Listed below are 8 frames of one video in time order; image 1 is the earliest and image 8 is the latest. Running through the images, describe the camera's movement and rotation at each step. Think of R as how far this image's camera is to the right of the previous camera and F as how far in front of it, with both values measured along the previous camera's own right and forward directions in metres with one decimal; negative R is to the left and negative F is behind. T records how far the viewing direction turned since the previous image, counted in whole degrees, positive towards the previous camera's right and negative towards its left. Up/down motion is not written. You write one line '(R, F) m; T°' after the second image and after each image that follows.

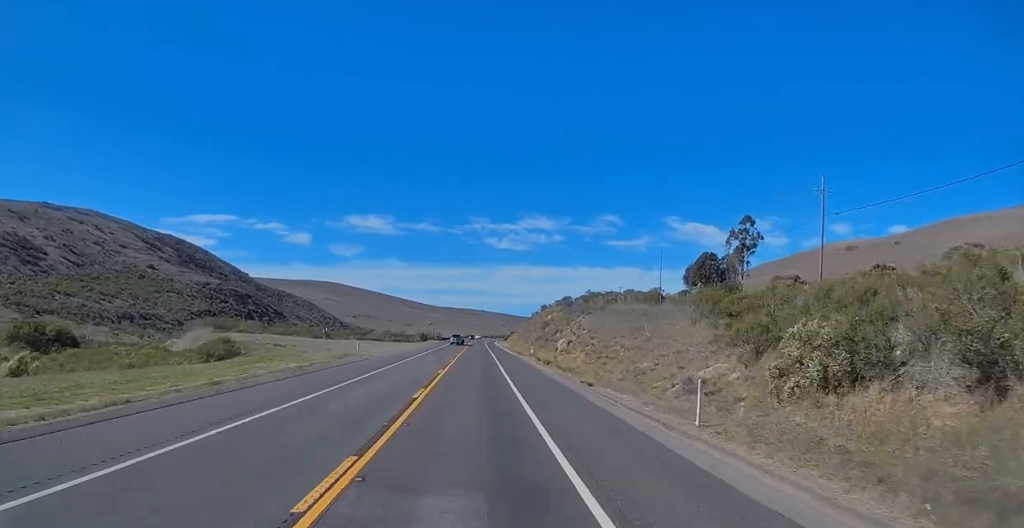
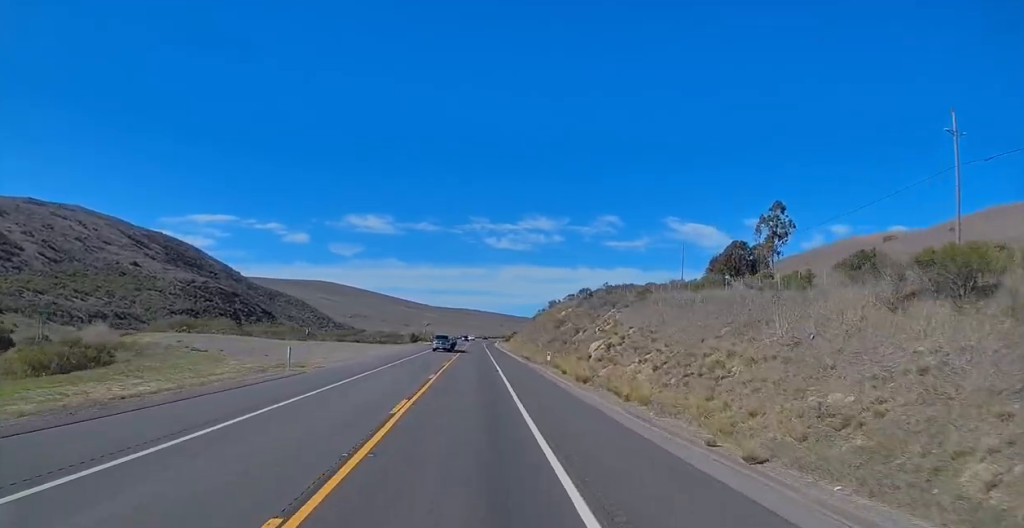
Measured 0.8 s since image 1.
(+0.1, +18.2) m; 0°
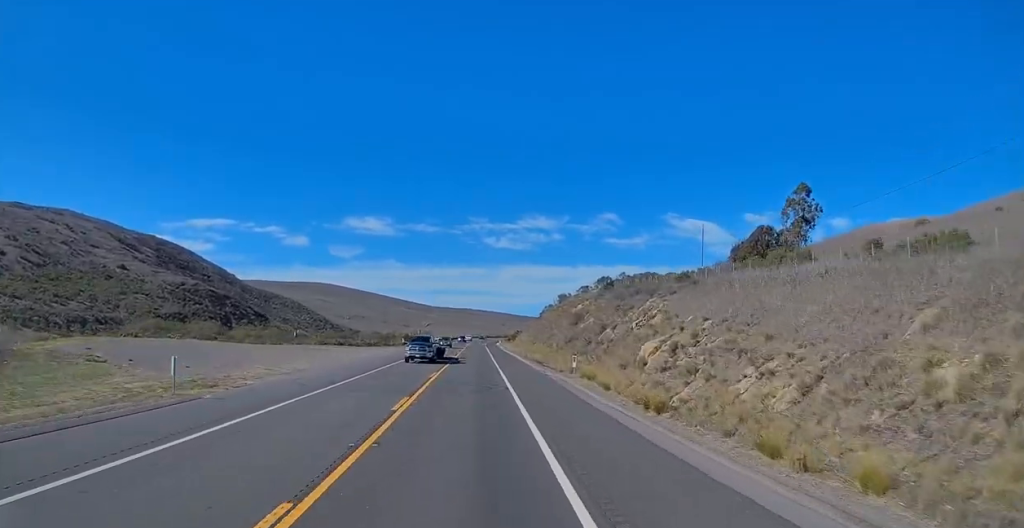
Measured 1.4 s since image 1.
(0.0, +12.9) m; 0°
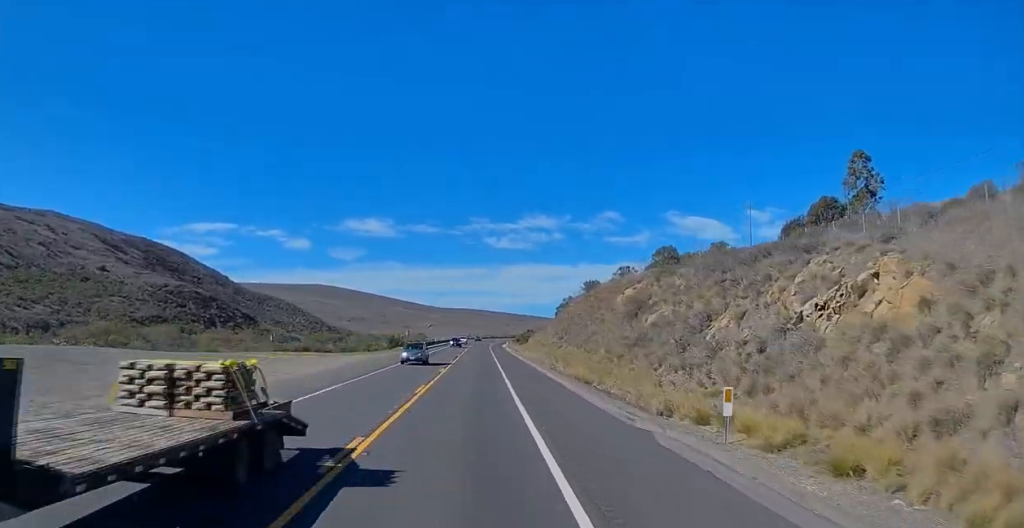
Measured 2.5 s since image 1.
(-0.2, +23.4) m; 0°
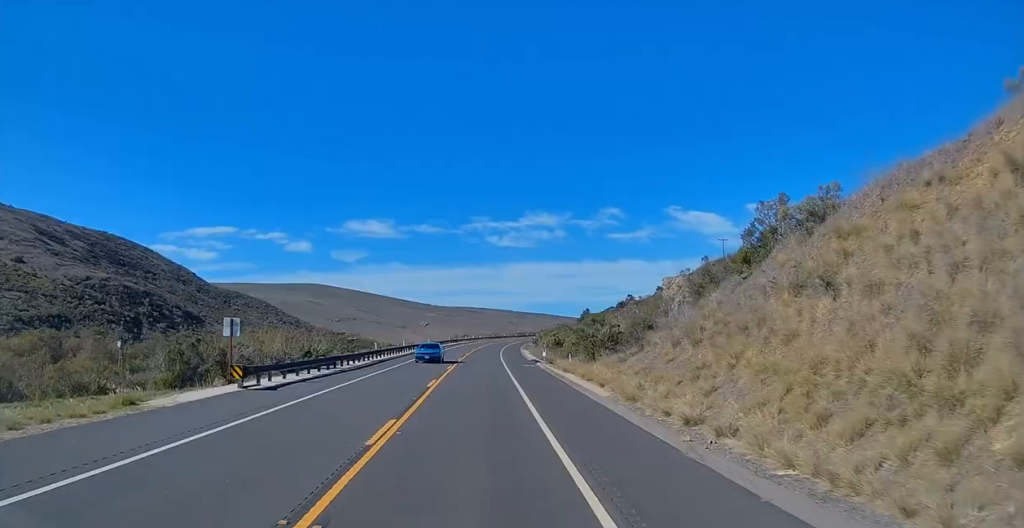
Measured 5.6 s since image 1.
(+0.4, +70.6) m; 0°
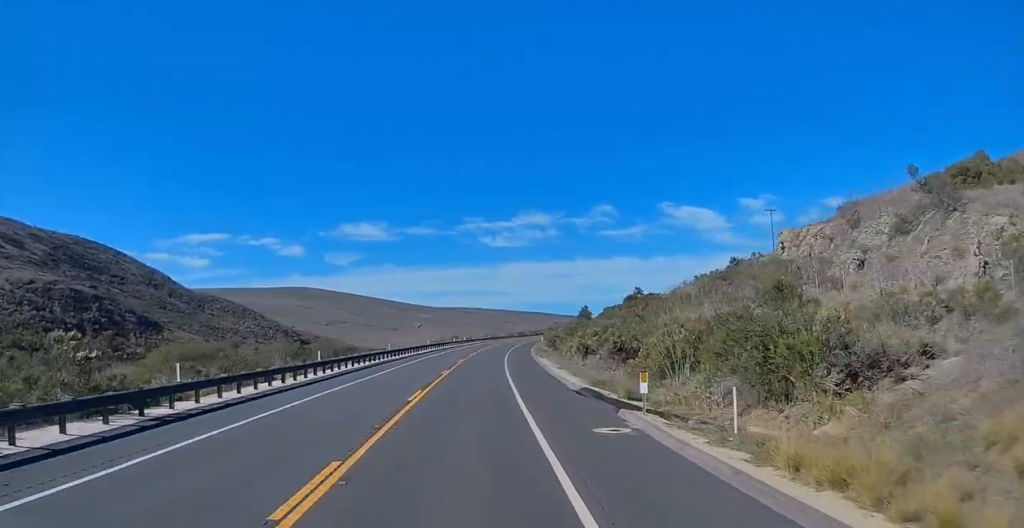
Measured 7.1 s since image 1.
(-0.1, +33.3) m; 0°
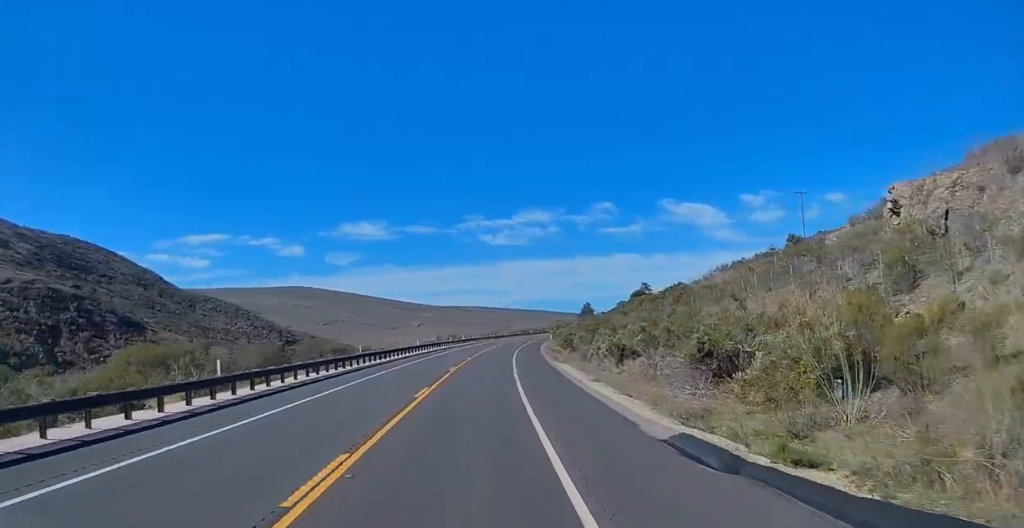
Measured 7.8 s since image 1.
(0.0, +14.0) m; 0°
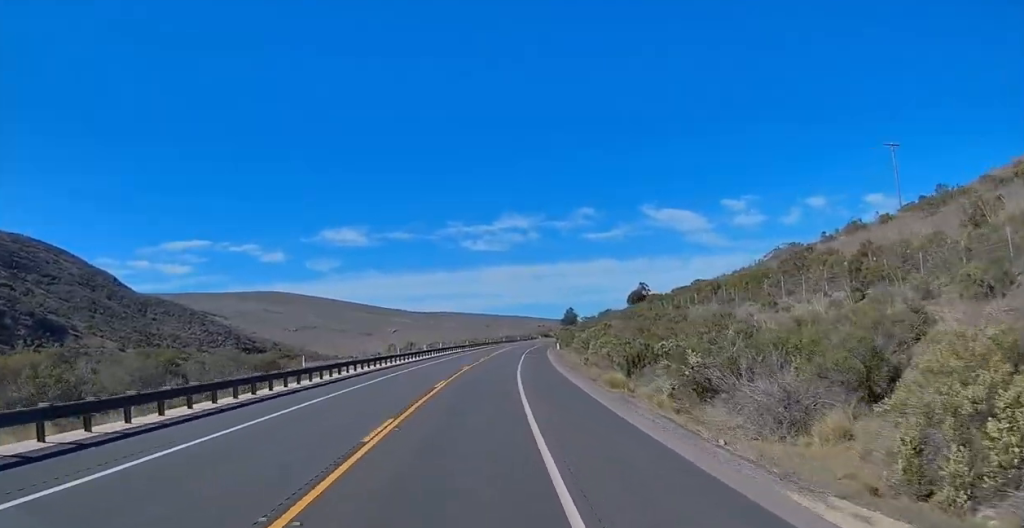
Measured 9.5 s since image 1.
(+0.5, +38.7) m; +2°
